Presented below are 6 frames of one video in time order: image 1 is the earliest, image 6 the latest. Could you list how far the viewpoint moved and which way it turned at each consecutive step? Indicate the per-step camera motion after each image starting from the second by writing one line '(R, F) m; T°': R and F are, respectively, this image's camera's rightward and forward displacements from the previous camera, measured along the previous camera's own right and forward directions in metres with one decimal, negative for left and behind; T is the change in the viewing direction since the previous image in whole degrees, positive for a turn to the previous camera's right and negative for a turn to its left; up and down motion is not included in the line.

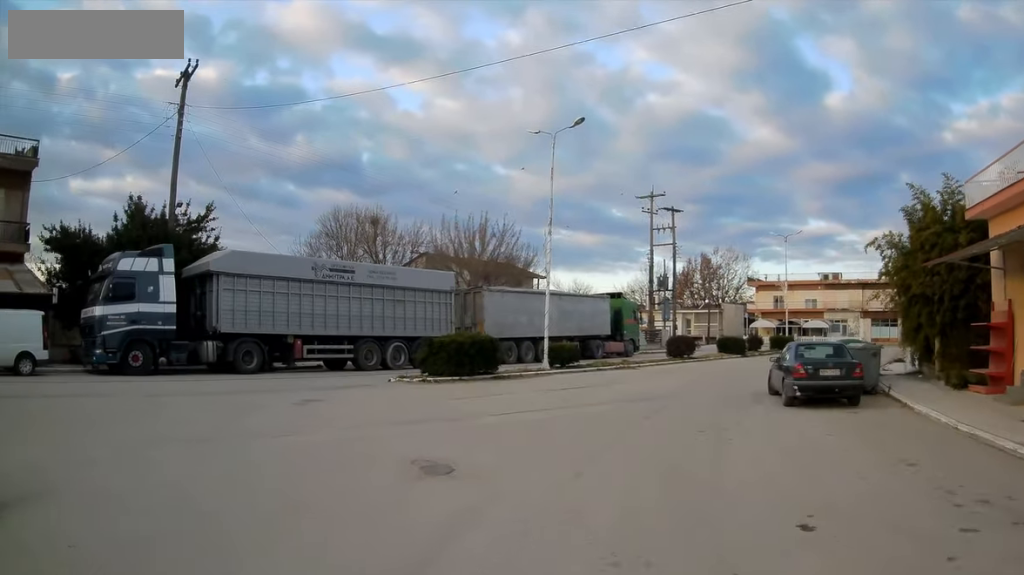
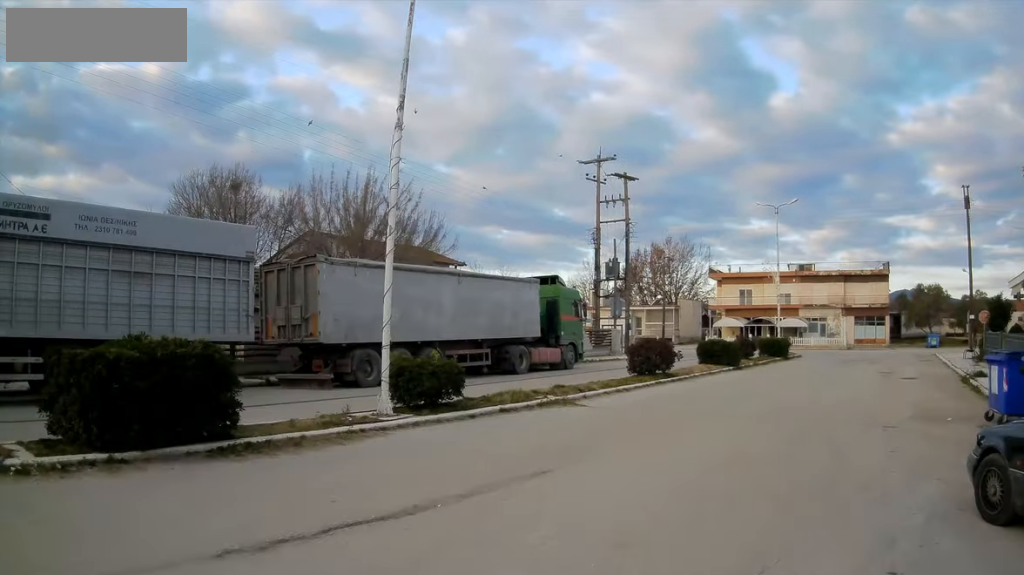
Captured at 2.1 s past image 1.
(-0.5, +13.4) m; +1°
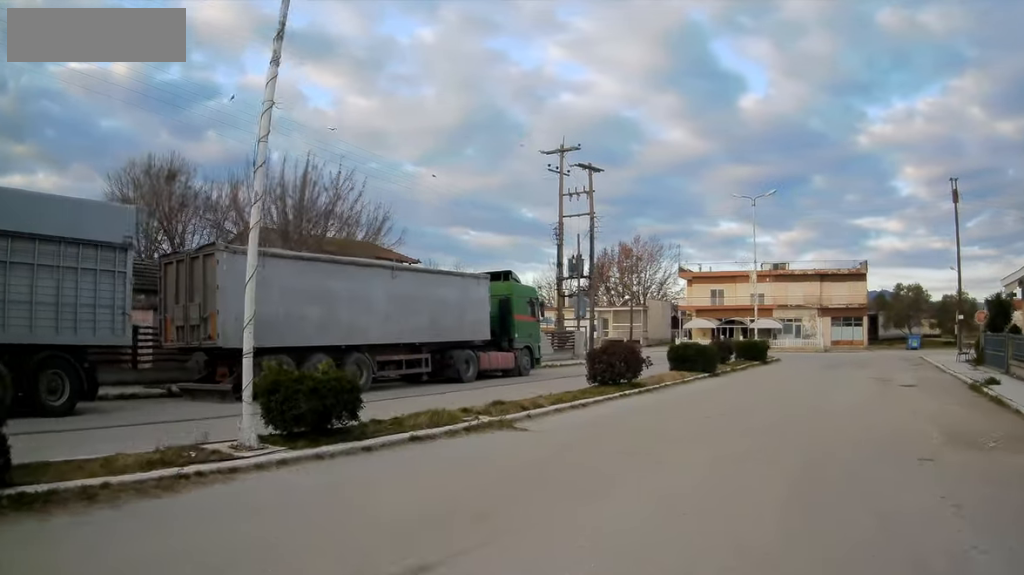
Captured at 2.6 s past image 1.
(+0.3, +3.2) m; +1°
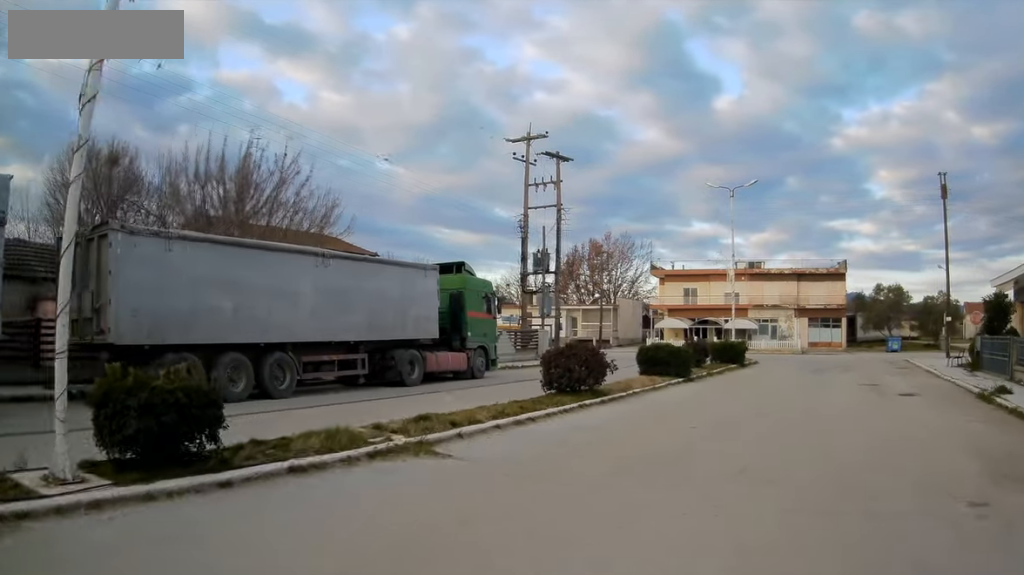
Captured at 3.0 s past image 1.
(+0.2, +2.6) m; +1°
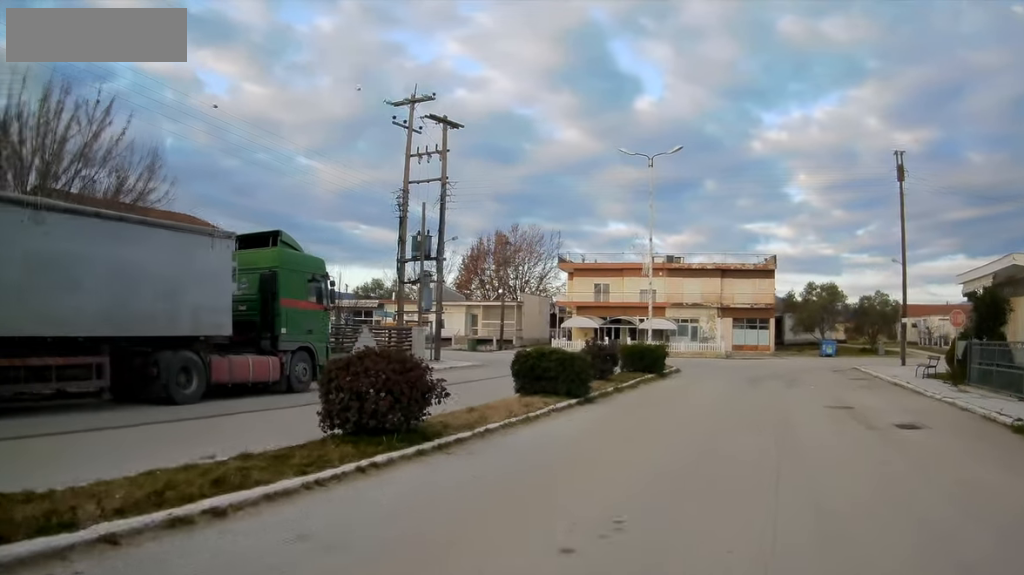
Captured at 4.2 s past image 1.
(-0.2, +6.5) m; +5°
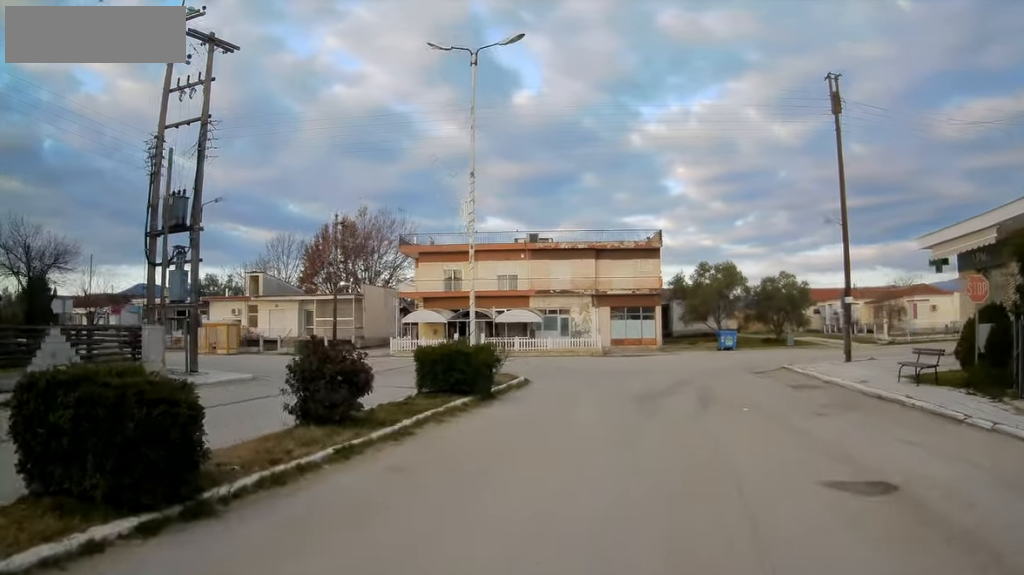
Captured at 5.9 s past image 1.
(+1.3, +9.8) m; +10°
